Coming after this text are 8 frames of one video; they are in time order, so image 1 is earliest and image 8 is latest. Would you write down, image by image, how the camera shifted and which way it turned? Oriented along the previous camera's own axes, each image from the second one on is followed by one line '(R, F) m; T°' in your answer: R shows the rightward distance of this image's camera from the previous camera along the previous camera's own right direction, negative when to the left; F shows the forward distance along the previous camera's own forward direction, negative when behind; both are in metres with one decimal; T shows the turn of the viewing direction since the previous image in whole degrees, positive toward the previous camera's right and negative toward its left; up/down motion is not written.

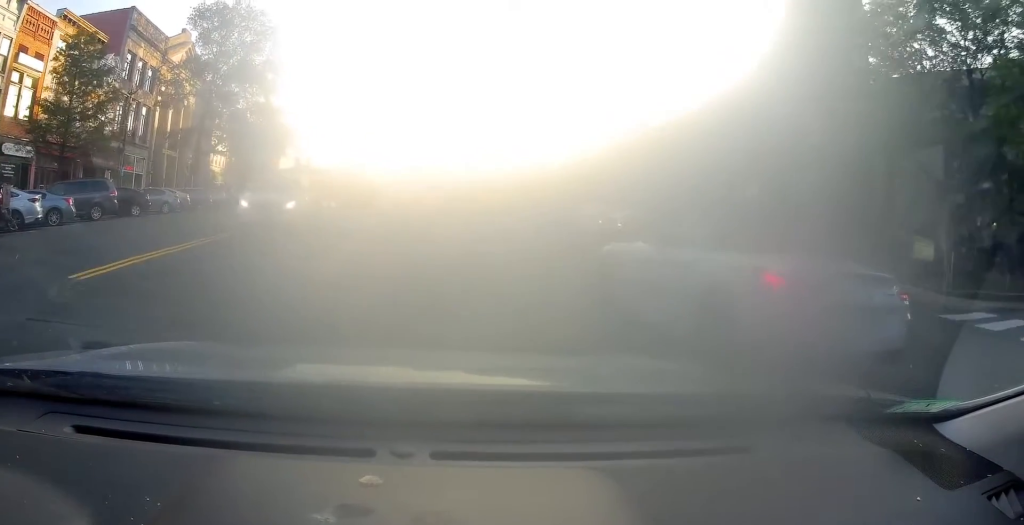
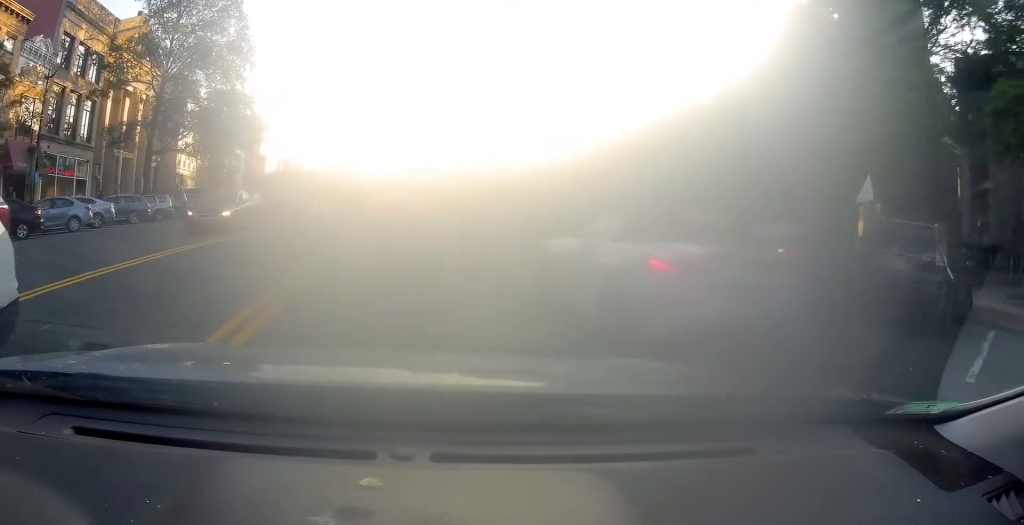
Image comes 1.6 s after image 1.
(-0.2, +8.1) m; +1°
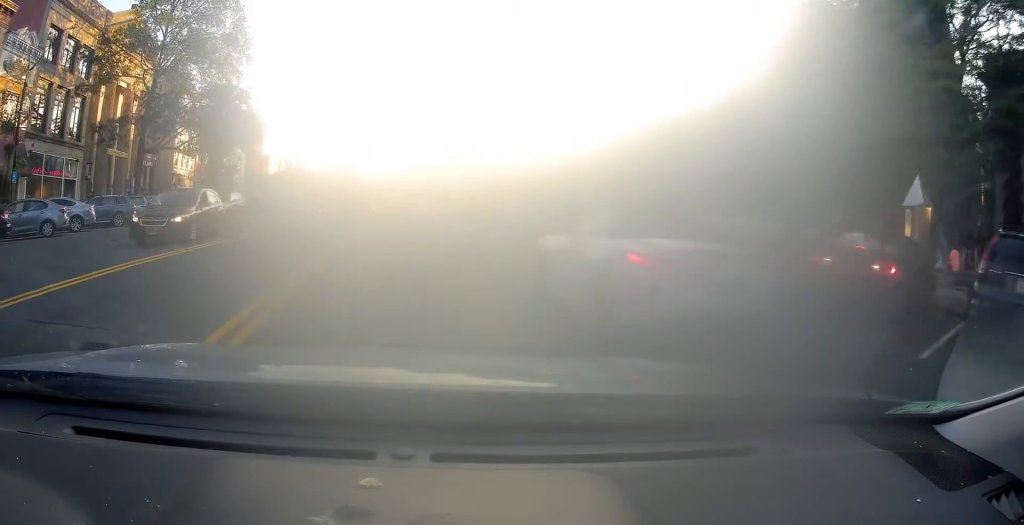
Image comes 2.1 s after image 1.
(+0.1, +2.2) m; +2°
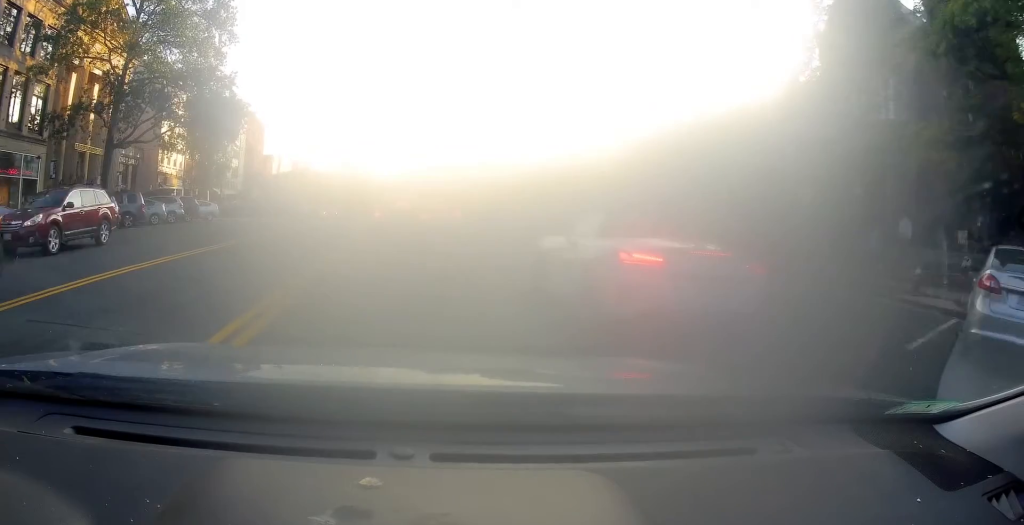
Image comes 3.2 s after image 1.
(+0.2, +5.5) m; -5°
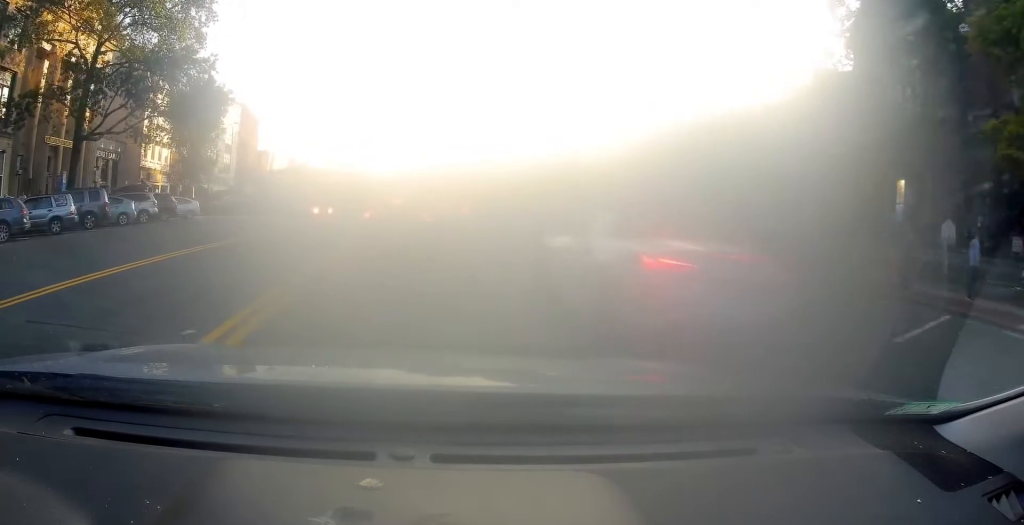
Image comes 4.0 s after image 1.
(-0.2, +2.9) m; -9°
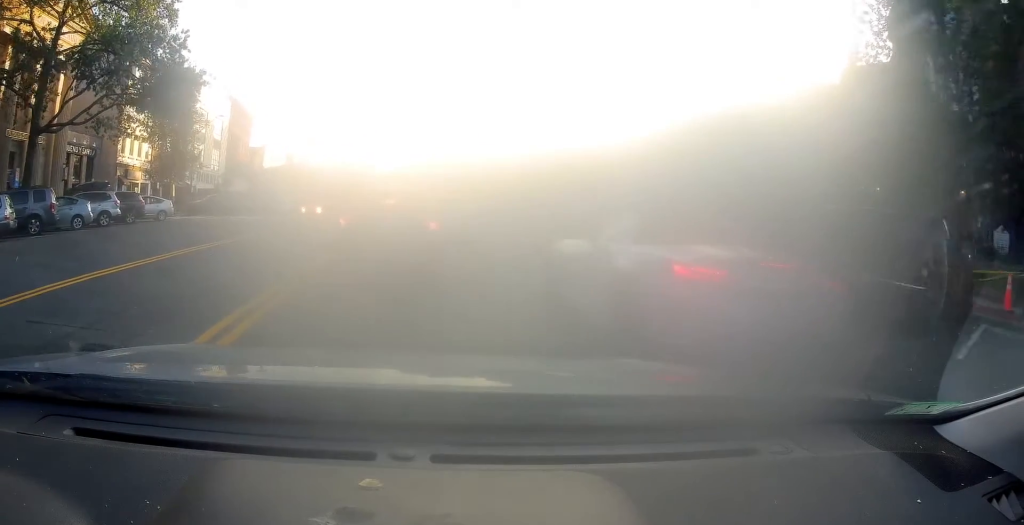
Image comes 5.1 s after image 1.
(-0.5, +3.2) m; -8°
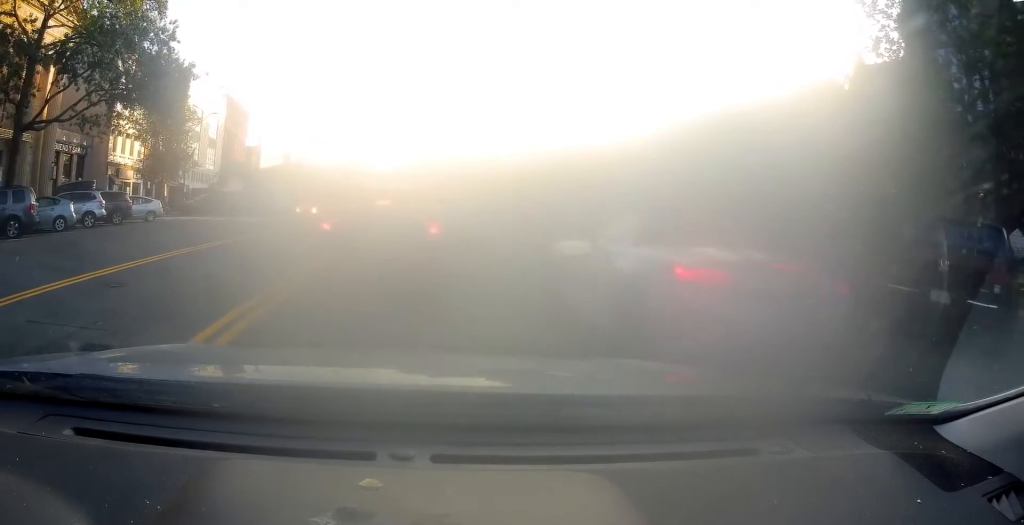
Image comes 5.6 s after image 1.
(+0.2, +1.0) m; 0°
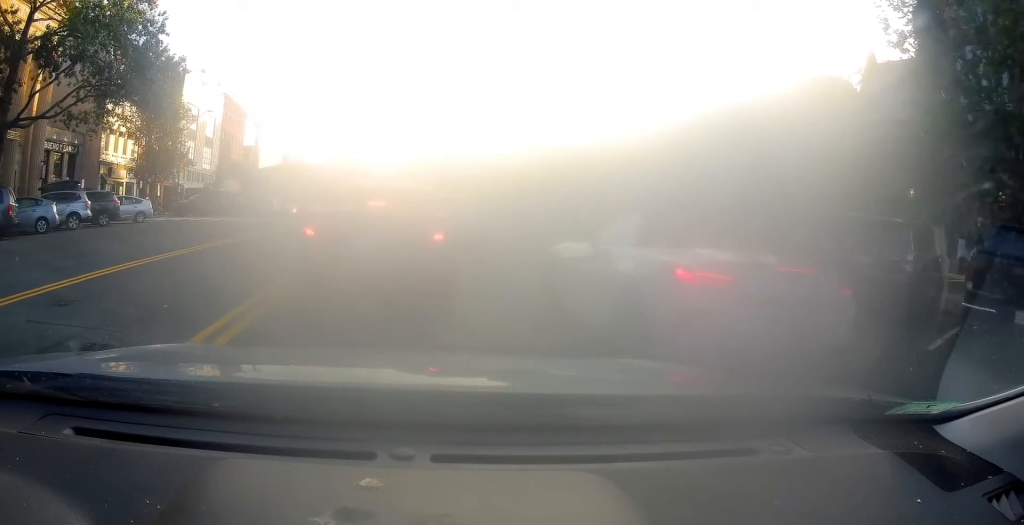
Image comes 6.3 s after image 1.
(-0.1, +0.2) m; 0°
